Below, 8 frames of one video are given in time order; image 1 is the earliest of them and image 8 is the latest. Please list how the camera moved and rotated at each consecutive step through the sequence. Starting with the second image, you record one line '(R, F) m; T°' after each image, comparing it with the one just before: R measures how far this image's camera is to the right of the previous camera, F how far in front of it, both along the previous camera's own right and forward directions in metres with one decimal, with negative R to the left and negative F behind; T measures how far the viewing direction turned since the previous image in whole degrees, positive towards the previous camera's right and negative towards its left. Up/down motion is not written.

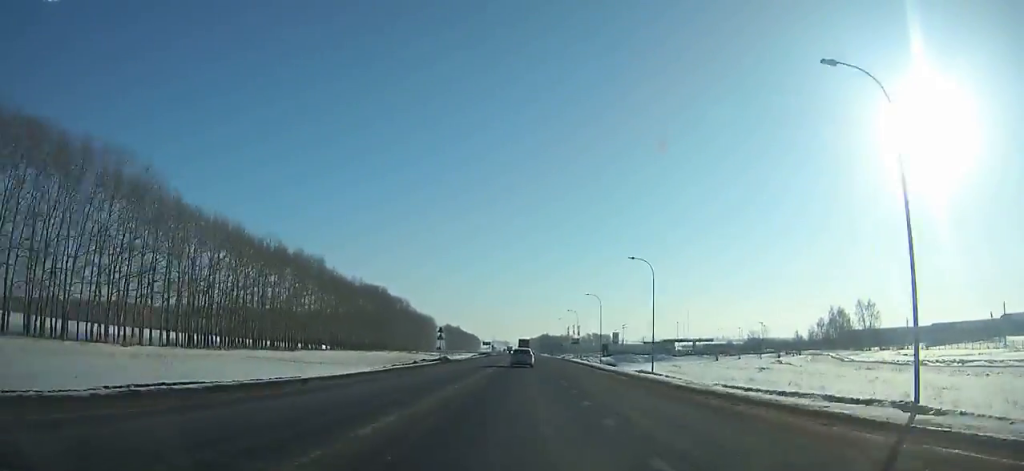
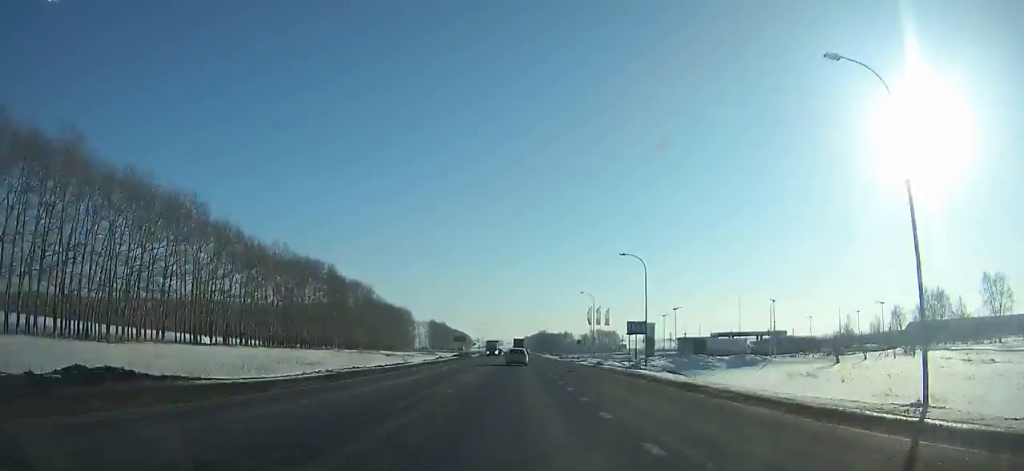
(+0.1, +60.0) m; 0°
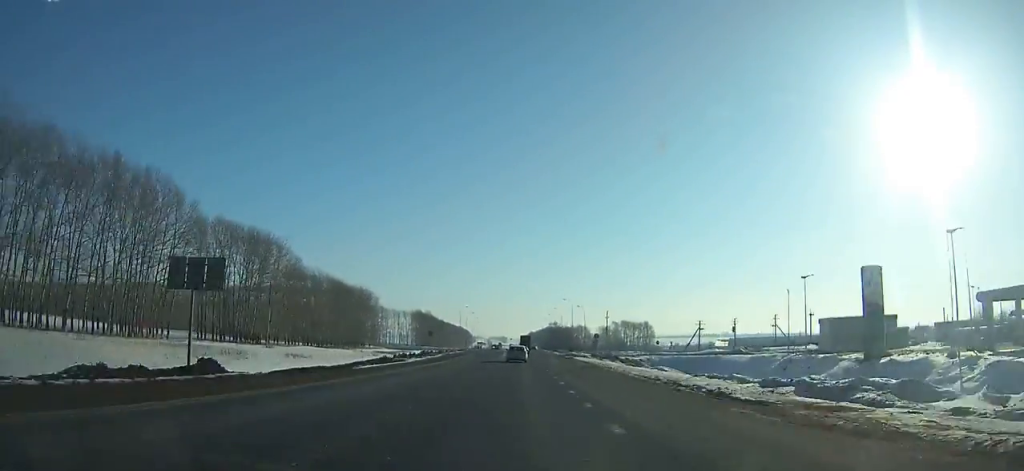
(-0.2, +86.8) m; 0°
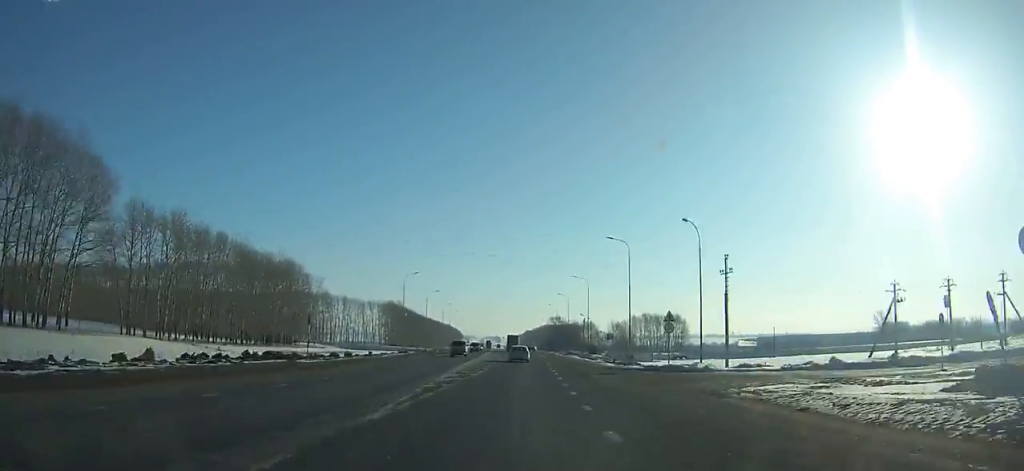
(+0.1, +69.9) m; 0°
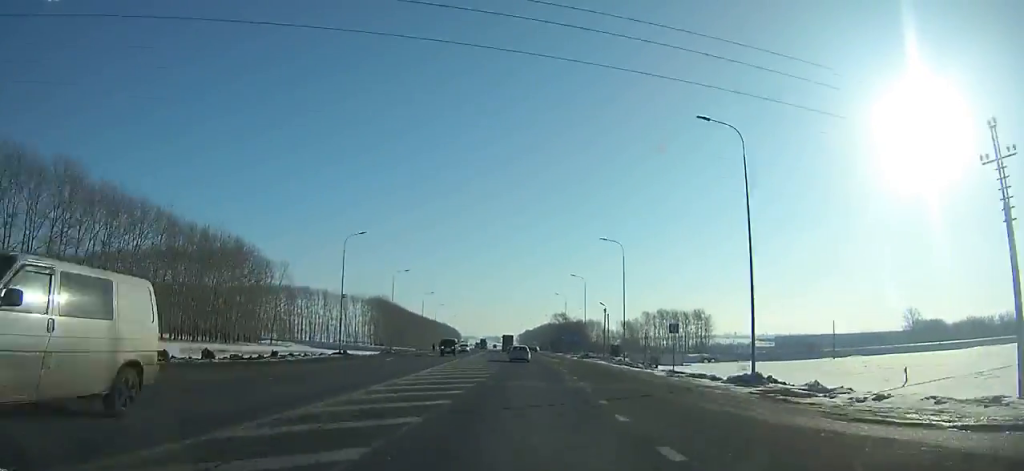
(0.0, +30.1) m; 0°
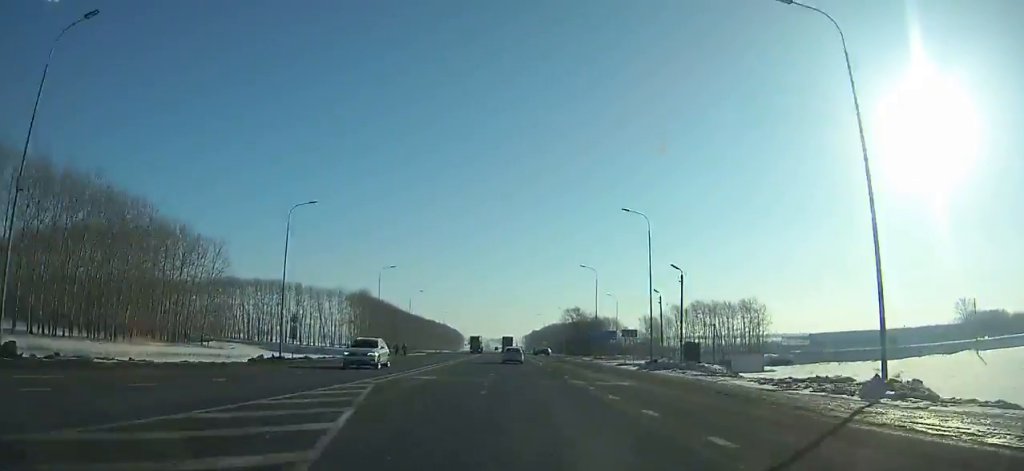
(-0.1, +40.3) m; 0°
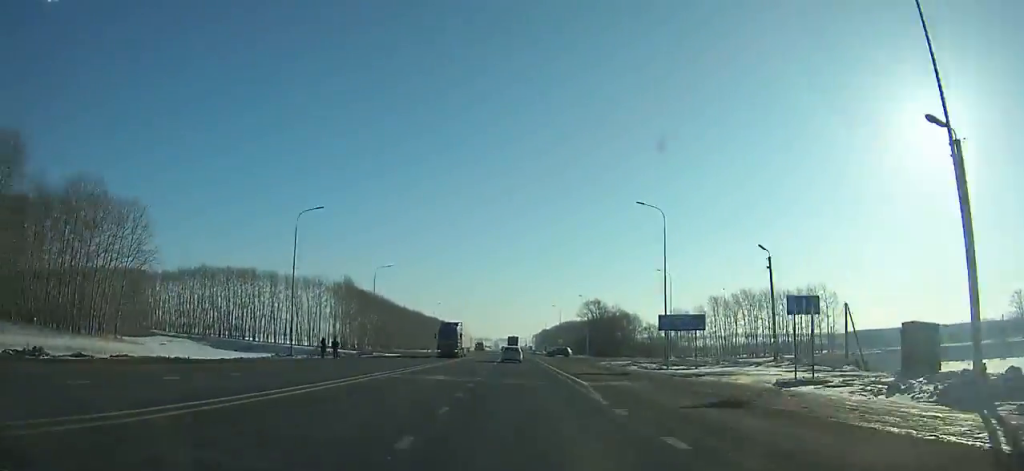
(-0.1, +32.4) m; -1°
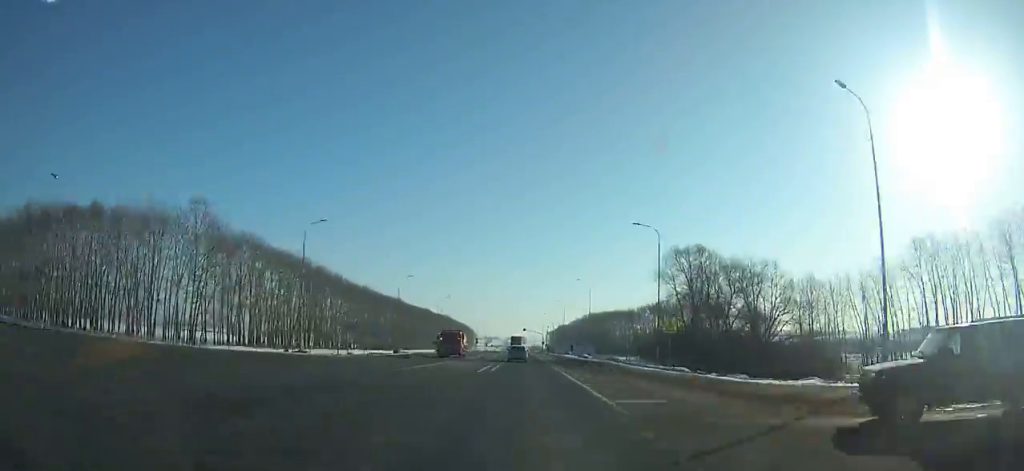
(-0.9, +92.2) m; -1°
